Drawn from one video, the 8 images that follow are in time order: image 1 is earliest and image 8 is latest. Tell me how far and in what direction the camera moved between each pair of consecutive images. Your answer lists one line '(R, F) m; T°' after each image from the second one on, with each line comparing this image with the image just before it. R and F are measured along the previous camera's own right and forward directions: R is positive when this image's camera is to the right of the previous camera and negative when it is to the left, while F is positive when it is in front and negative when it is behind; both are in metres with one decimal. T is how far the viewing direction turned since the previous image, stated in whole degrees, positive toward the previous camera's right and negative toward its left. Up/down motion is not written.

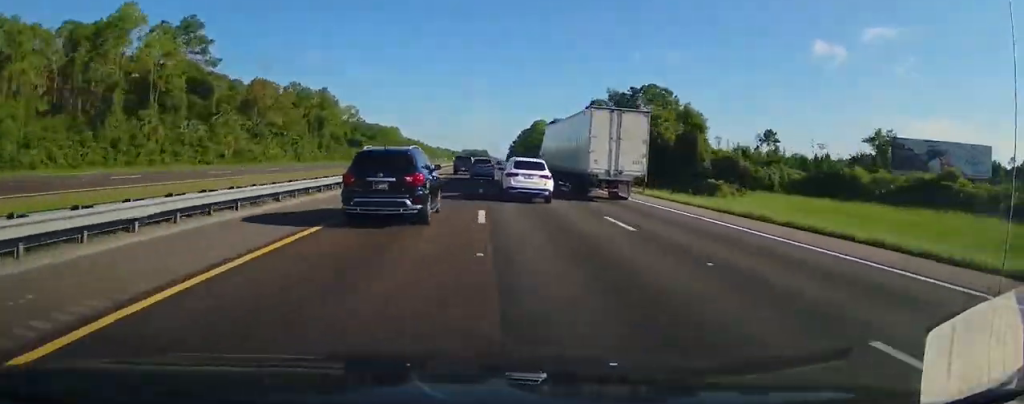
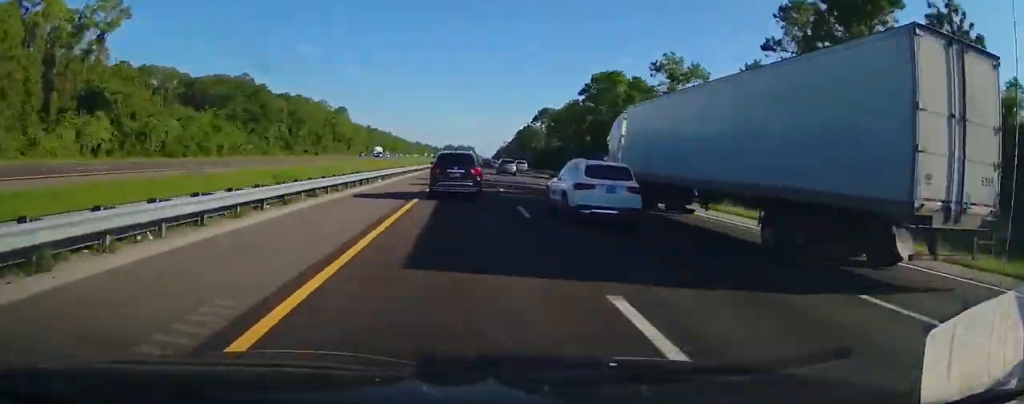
(+1.2, +117.7) m; +1°
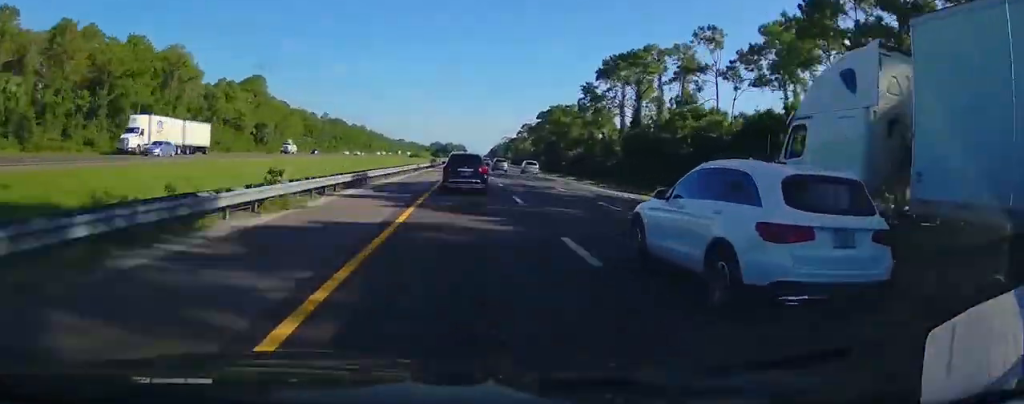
(+1.3, +96.3) m; +1°
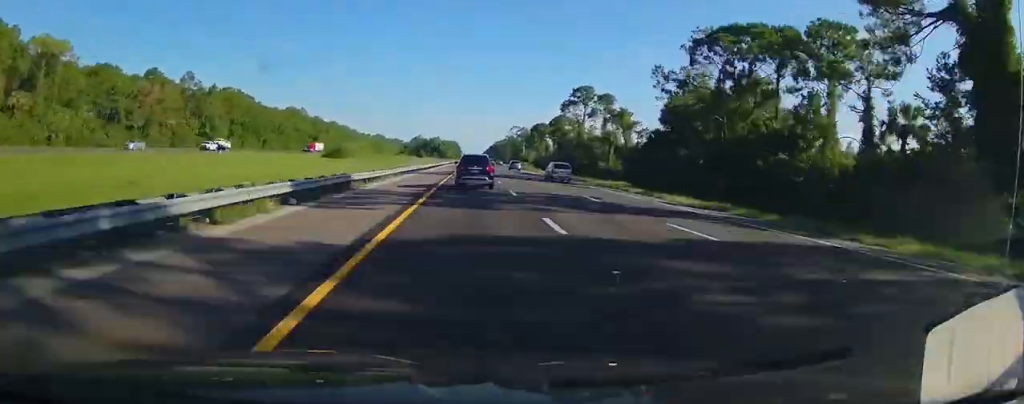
(+0.4, +142.3) m; 0°
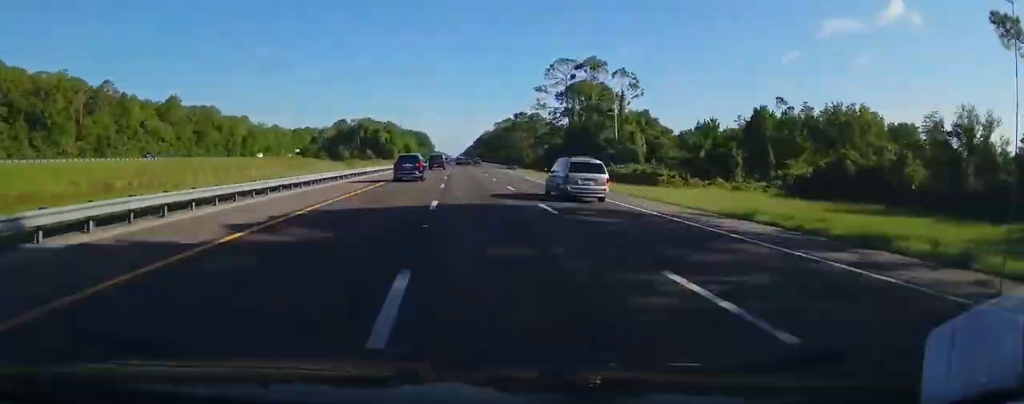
(-0.1, +198.2) m; 0°
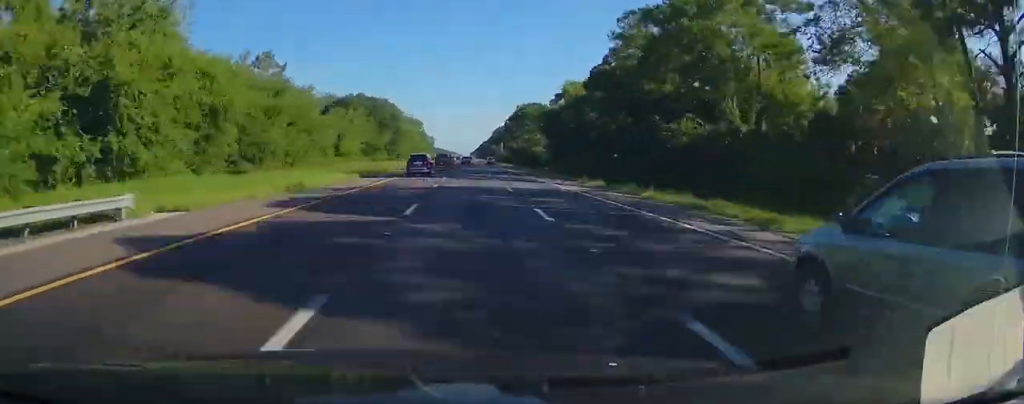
(-0.1, +174.2) m; 0°
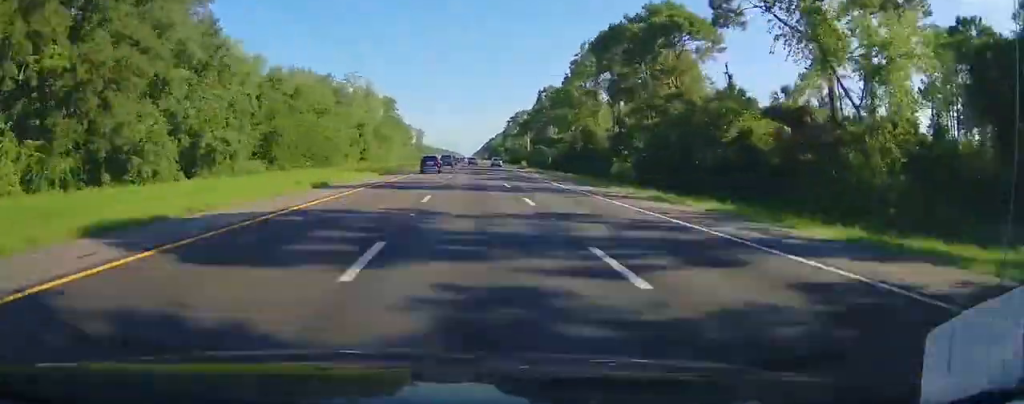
(+0.1, +113.5) m; 0°
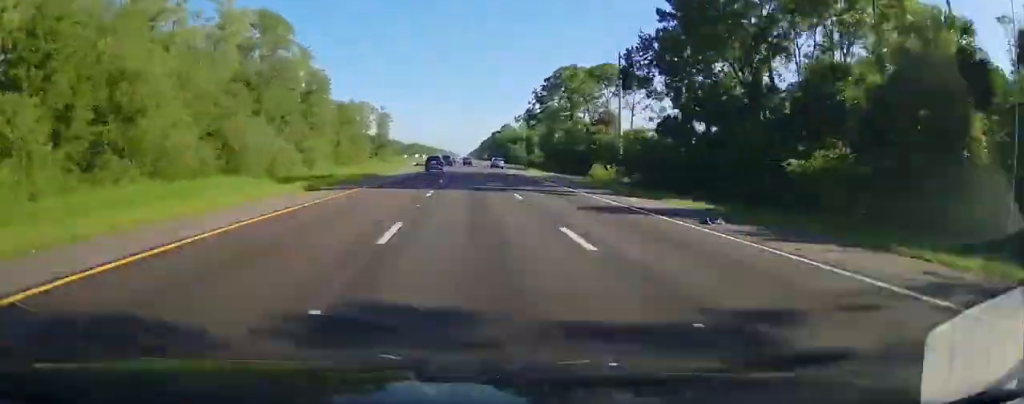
(+0.4, +104.3) m; 0°
